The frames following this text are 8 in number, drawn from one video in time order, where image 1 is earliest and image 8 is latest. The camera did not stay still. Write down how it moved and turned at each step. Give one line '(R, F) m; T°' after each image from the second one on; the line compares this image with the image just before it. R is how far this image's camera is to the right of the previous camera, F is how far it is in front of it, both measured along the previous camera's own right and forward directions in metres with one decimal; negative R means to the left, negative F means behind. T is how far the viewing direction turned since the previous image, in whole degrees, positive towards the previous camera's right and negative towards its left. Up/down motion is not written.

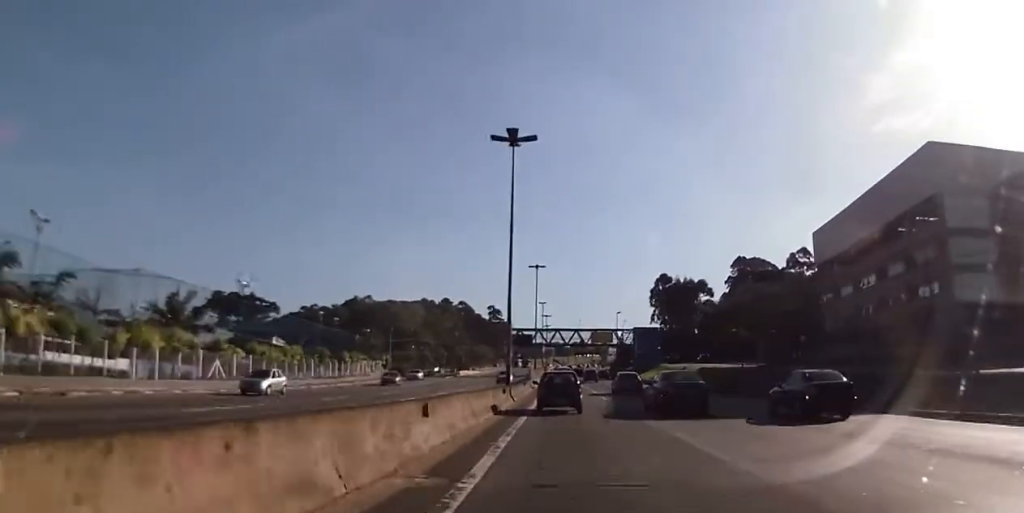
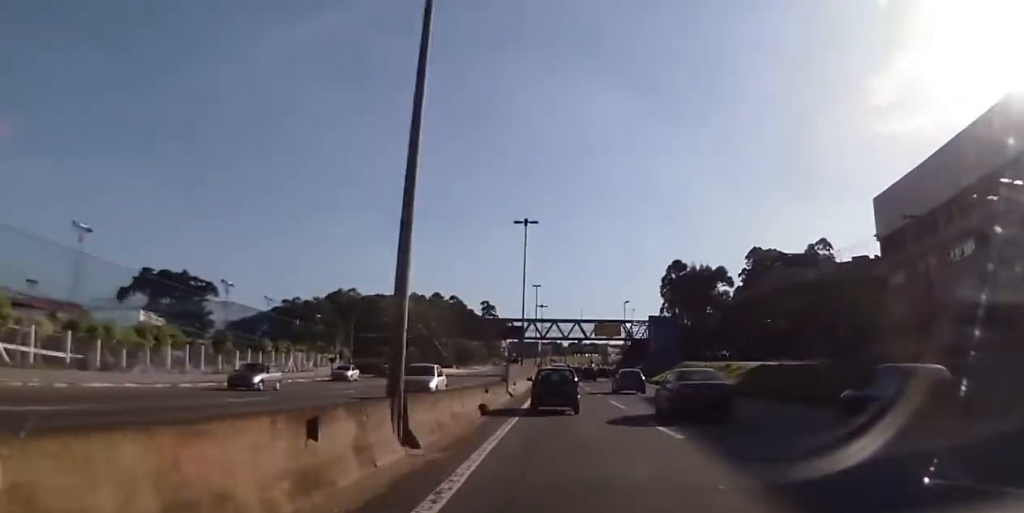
(0.0, +21.6) m; +1°
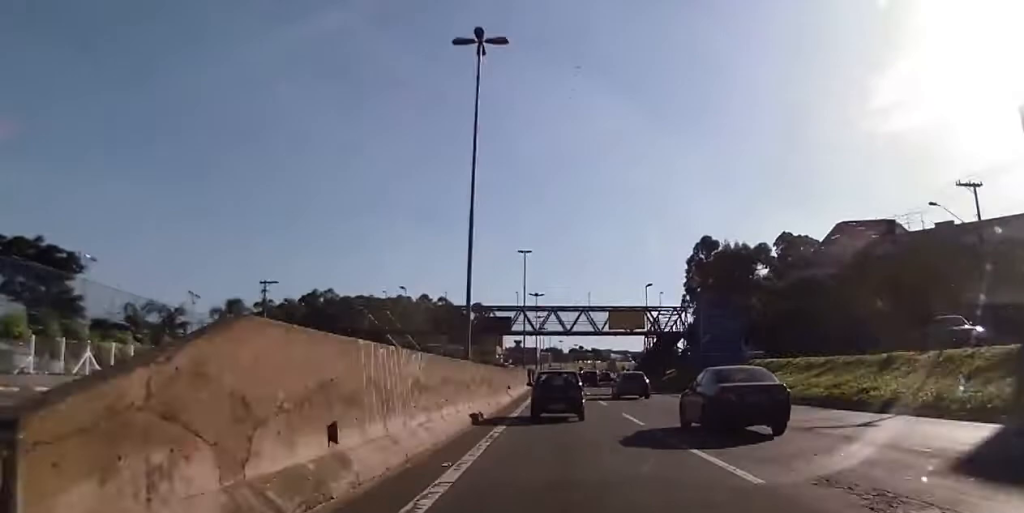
(+0.7, +31.3) m; +1°
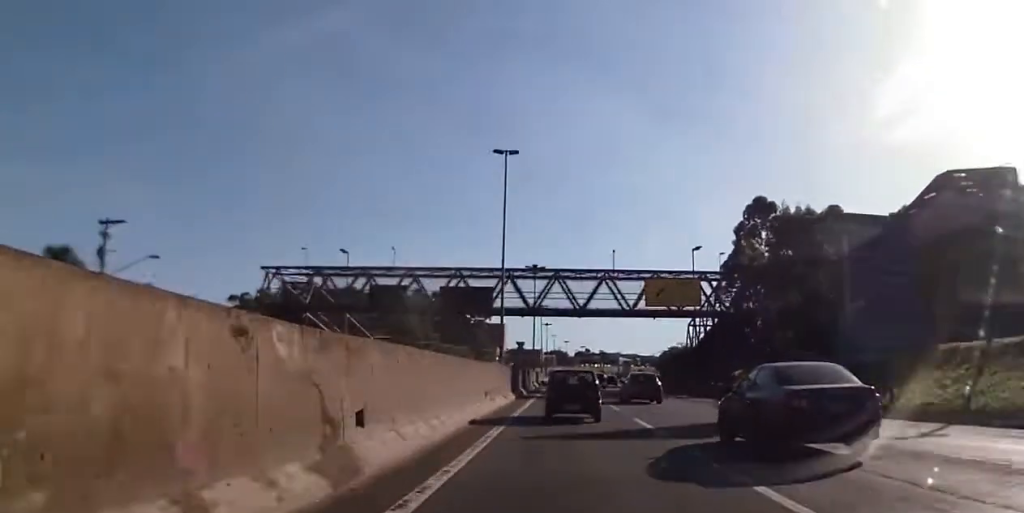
(-0.7, +29.2) m; -1°
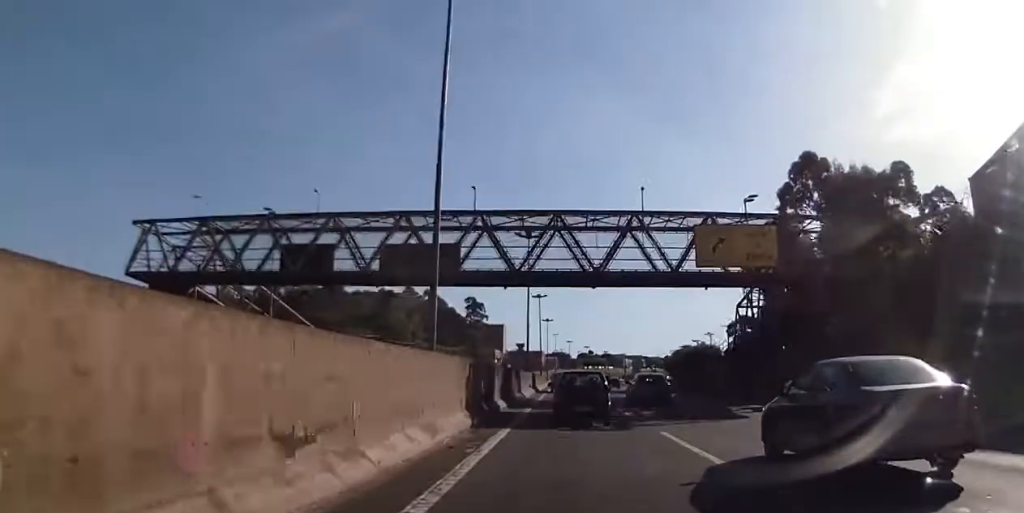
(+0.2, +18.2) m; +1°
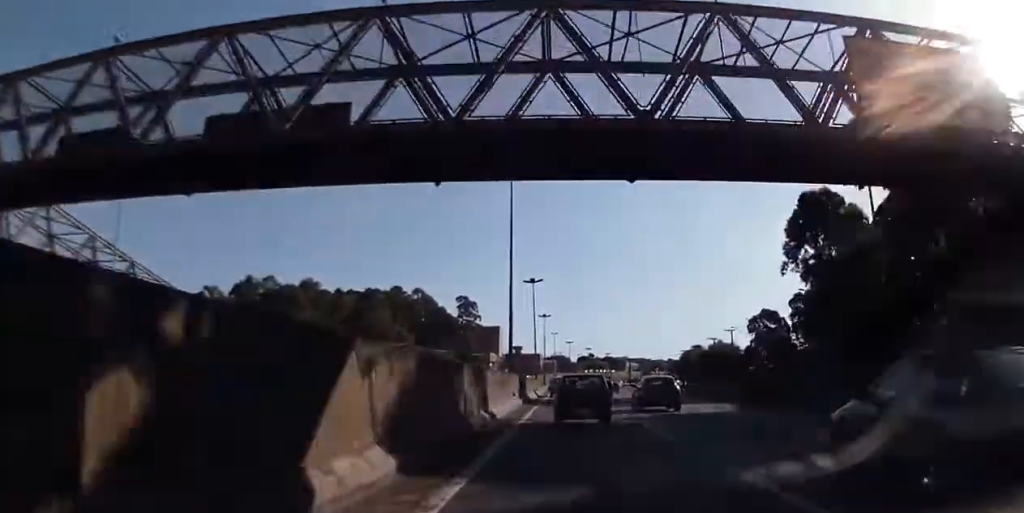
(0.0, +18.6) m; 0°
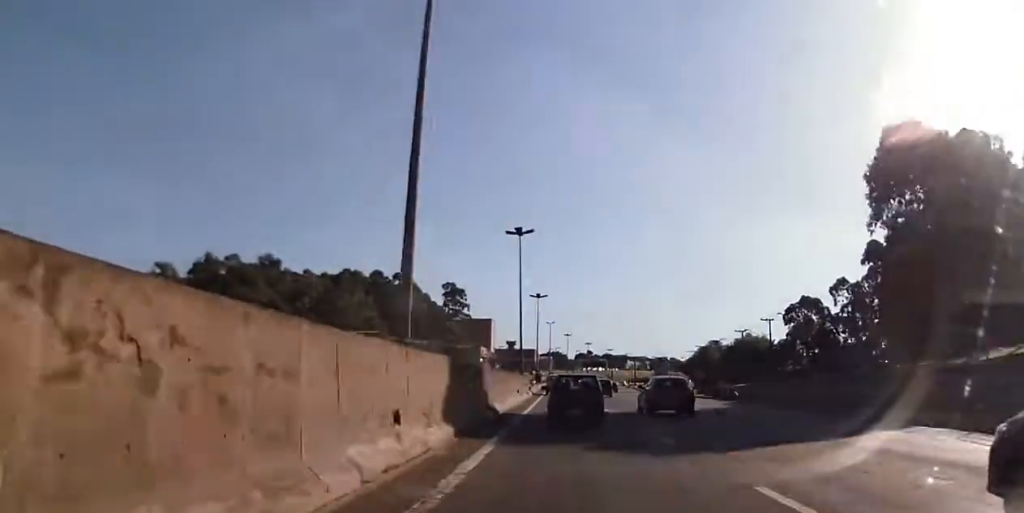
(0.0, +24.8) m; -1°
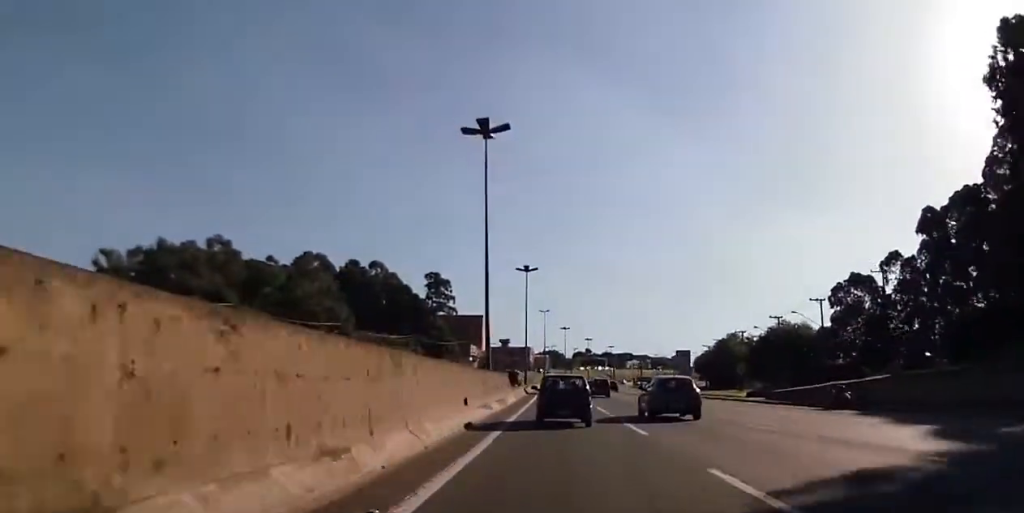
(-0.4, +22.6) m; +1°
